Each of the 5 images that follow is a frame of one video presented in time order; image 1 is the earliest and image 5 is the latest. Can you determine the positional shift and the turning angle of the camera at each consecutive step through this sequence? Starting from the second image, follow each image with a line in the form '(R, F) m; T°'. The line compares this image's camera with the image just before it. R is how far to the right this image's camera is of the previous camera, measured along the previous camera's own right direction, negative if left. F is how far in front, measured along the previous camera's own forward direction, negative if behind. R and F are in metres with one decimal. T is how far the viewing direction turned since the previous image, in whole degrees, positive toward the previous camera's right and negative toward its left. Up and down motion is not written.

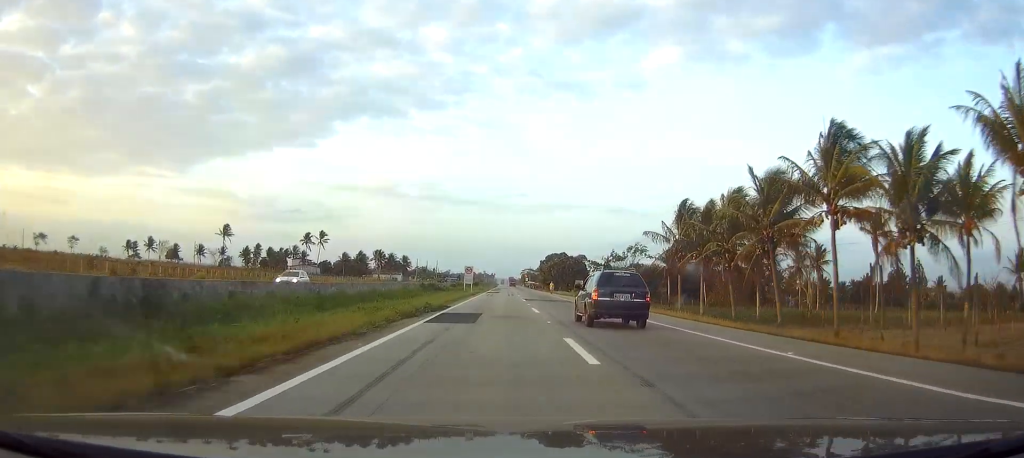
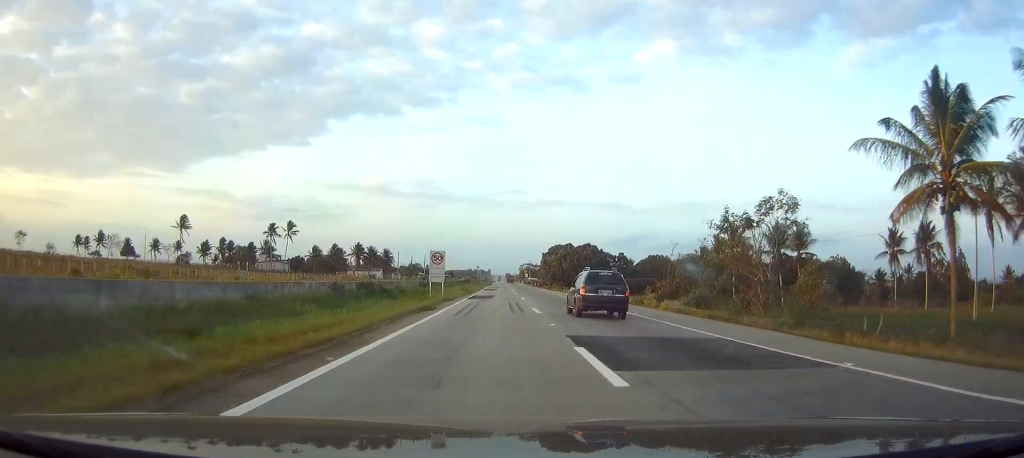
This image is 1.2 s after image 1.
(+0.1, +36.1) m; 0°
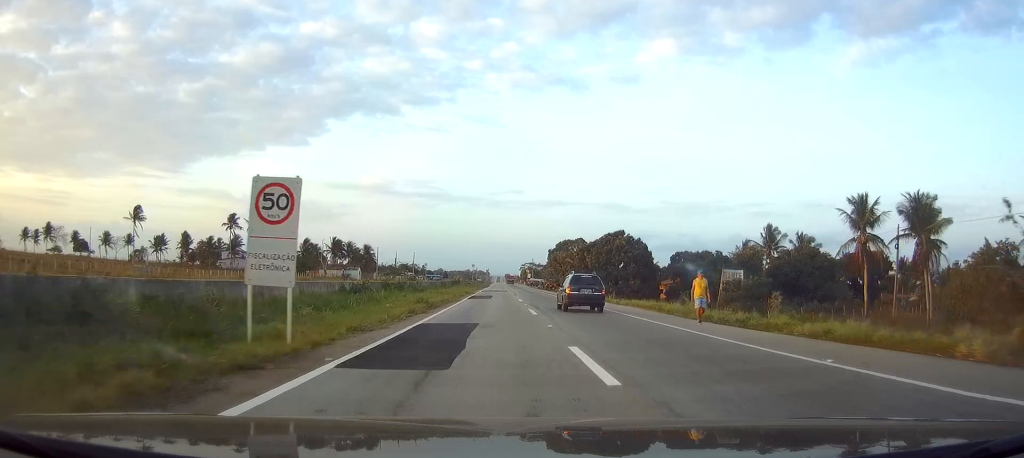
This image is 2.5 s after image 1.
(-0.1, +33.1) m; 0°
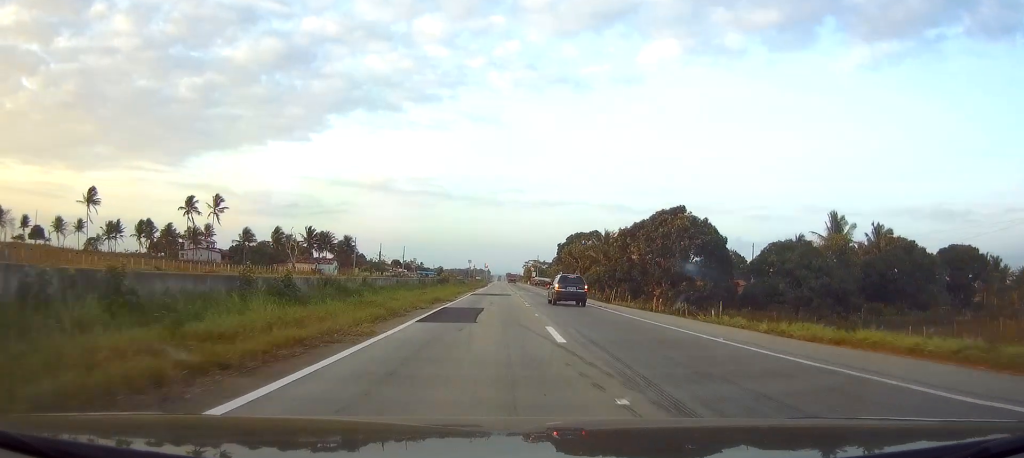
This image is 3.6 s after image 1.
(0.0, +27.9) m; -1°
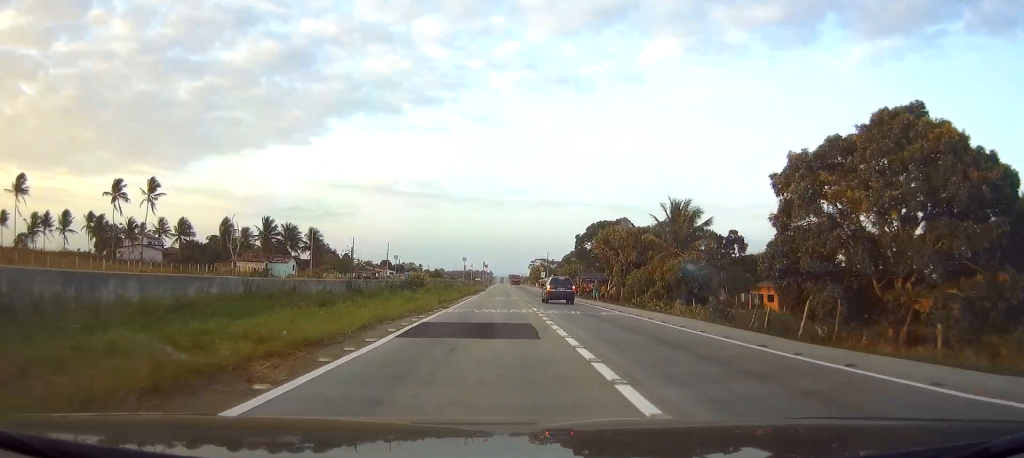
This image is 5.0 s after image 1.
(-0.4, +34.9) m; -1°
